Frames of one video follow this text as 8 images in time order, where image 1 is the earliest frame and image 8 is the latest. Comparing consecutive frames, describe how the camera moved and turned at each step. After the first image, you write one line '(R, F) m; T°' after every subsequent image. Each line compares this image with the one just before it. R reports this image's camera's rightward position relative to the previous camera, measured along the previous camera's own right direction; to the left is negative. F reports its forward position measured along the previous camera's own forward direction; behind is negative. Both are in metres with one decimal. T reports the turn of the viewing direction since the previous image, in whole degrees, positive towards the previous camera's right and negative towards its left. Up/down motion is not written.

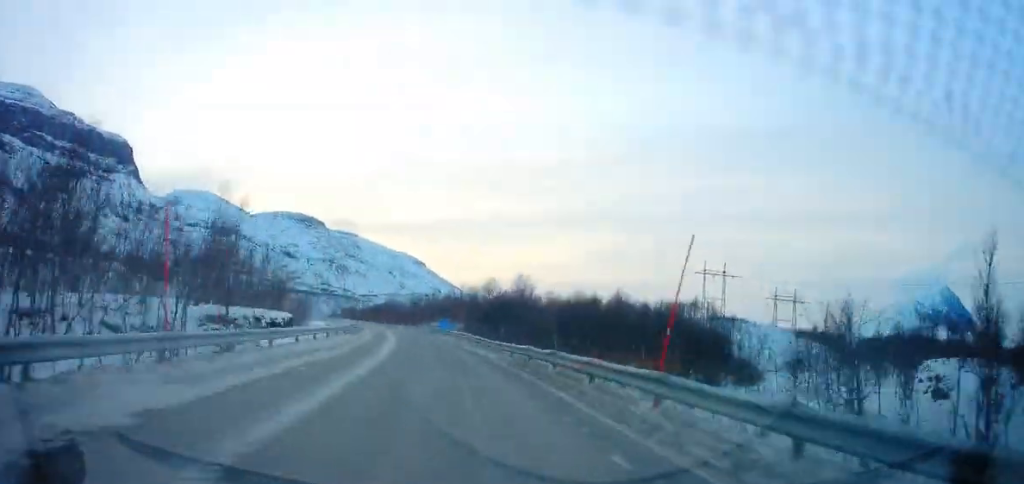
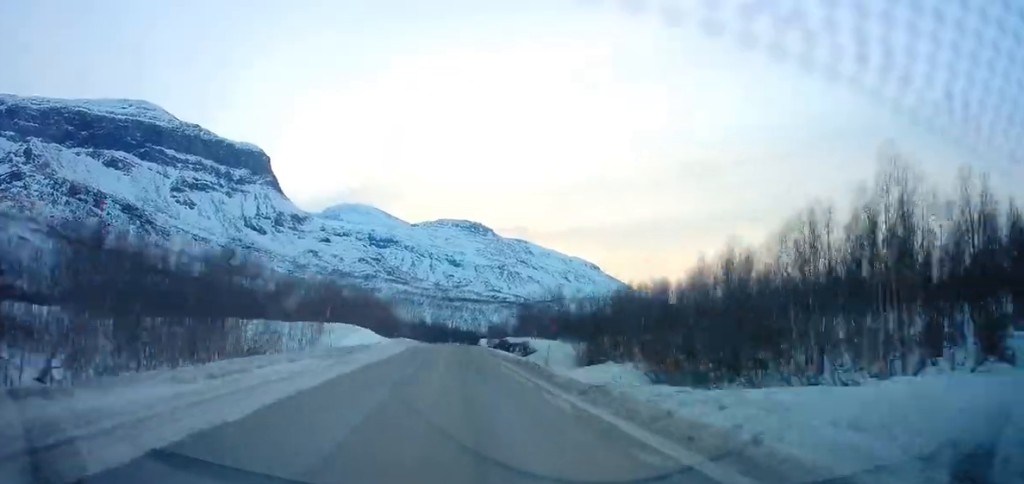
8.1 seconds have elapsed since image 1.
(-21.4, +173.2) m; +1°
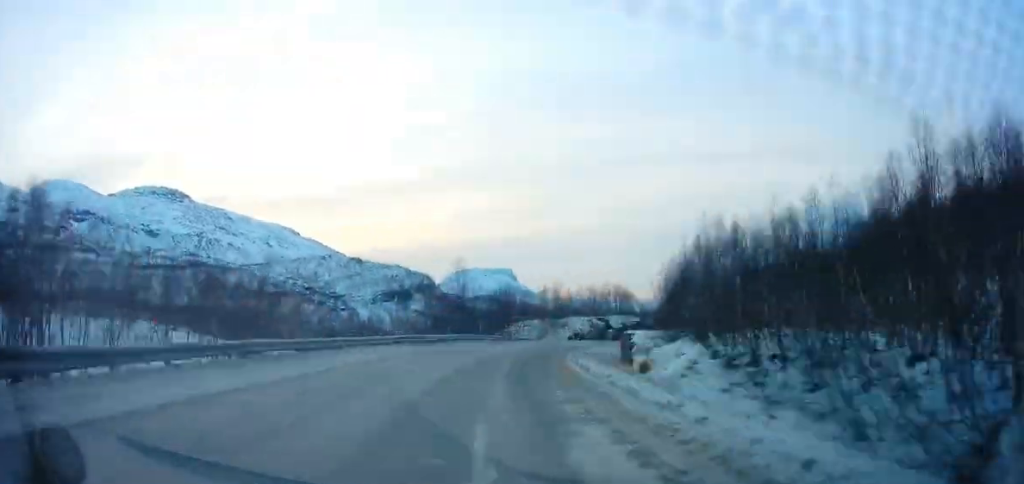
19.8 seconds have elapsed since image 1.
(+41.5, +217.9) m; +38°
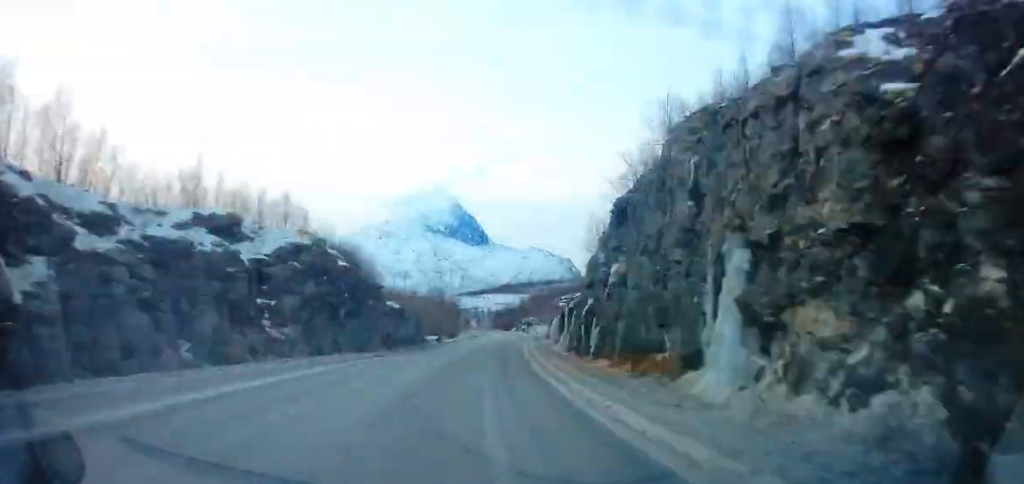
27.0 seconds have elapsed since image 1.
(+43.7, +137.1) m; +9°
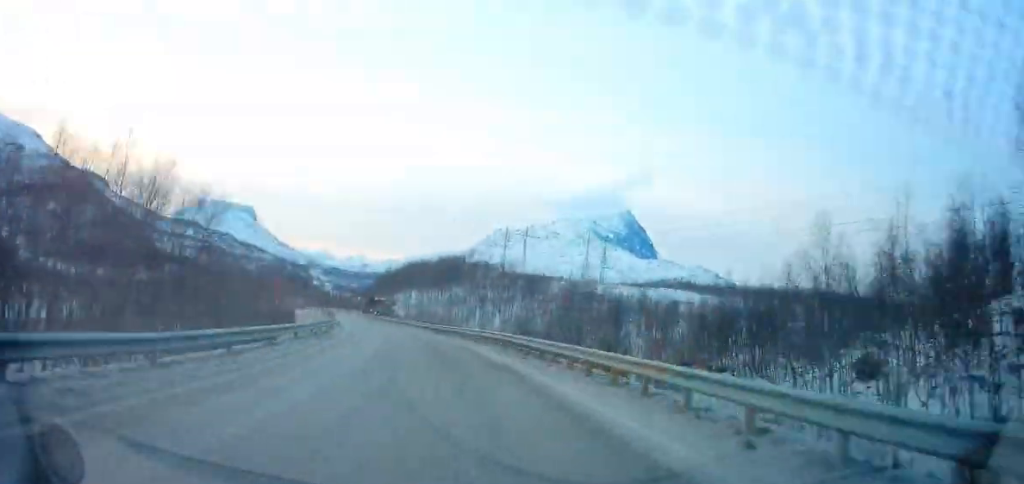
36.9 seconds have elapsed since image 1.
(-10.8, +192.2) m; -6°
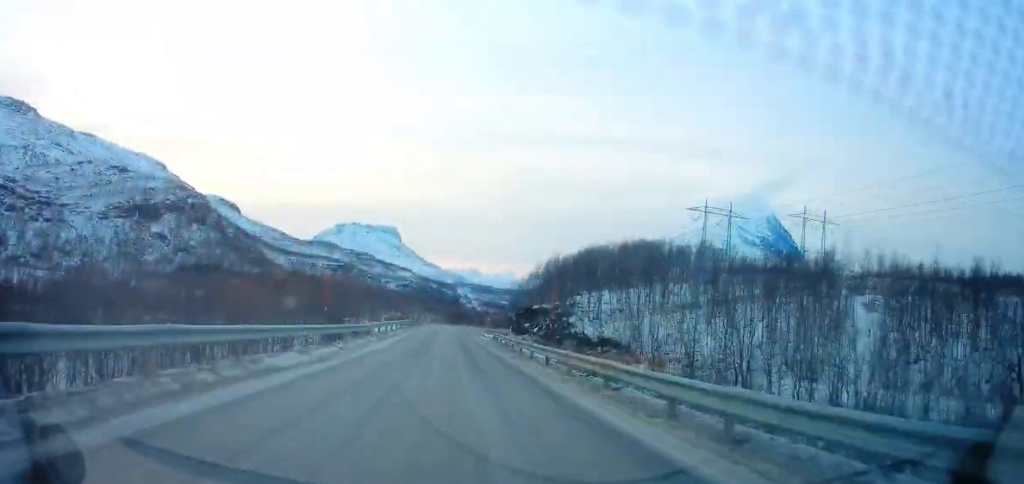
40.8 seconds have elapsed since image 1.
(-2.3, +76.4) m; -1°
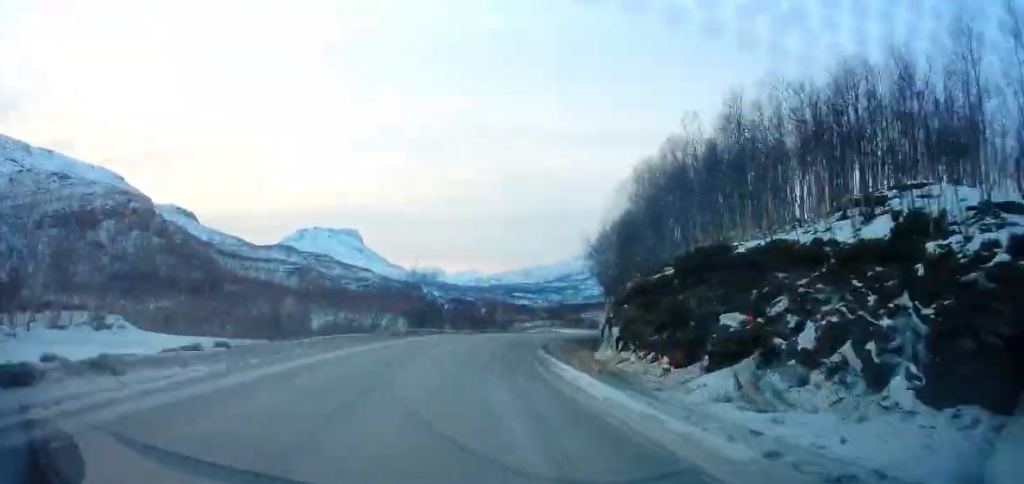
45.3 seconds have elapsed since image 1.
(+0.8, +89.0) m; +1°
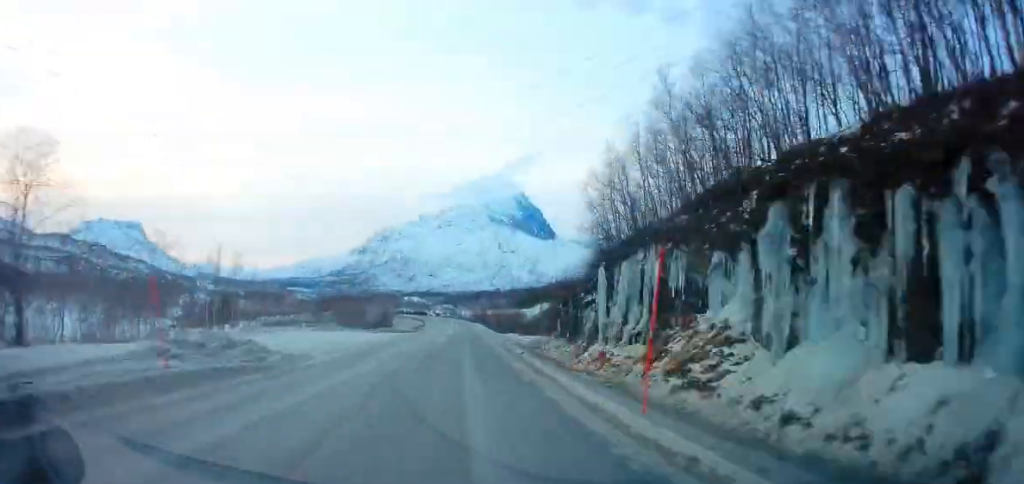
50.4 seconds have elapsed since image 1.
(+1.4, +102.5) m; -3°
